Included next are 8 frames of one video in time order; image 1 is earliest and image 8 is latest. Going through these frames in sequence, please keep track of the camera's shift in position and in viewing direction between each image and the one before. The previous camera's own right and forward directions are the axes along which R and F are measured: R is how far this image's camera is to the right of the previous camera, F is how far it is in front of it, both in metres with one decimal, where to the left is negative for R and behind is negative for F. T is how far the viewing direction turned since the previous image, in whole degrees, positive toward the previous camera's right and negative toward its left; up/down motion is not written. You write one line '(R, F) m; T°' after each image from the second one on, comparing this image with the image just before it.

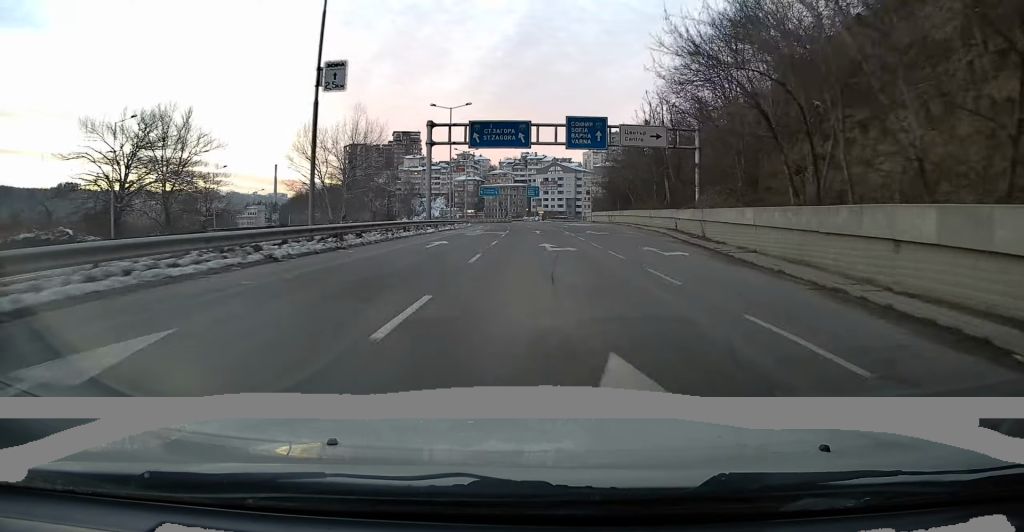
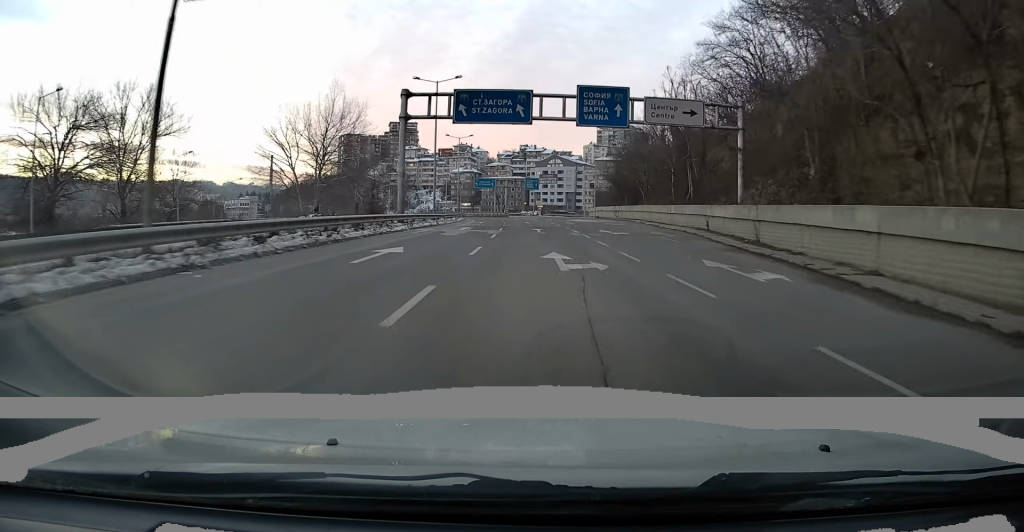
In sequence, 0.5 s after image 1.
(0.0, +8.5) m; -1°
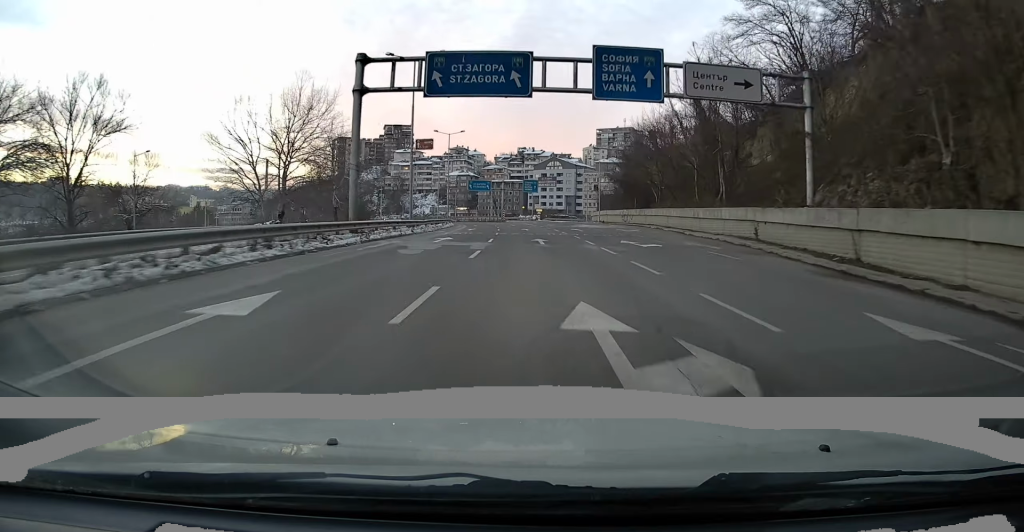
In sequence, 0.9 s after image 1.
(0.0, +8.5) m; -1°
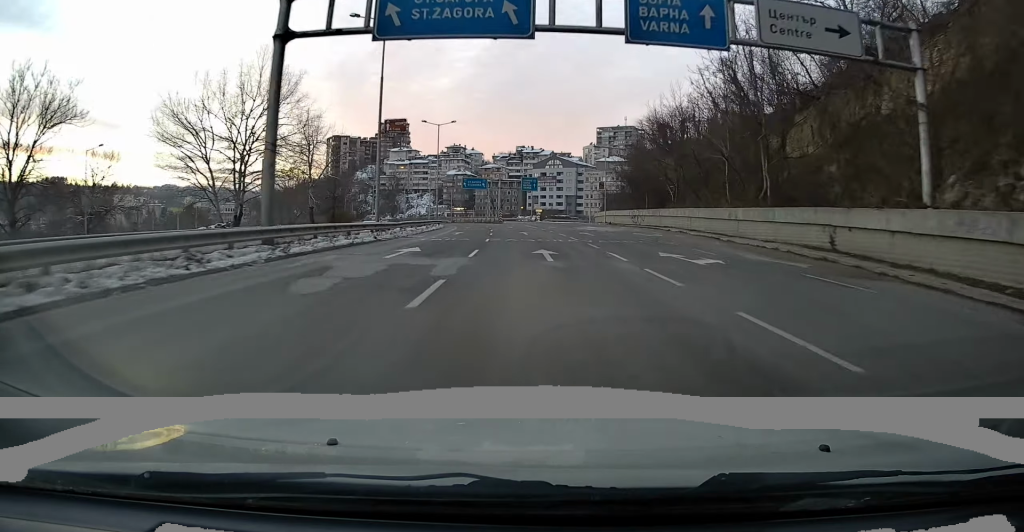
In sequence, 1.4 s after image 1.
(-0.2, +7.9) m; 0°
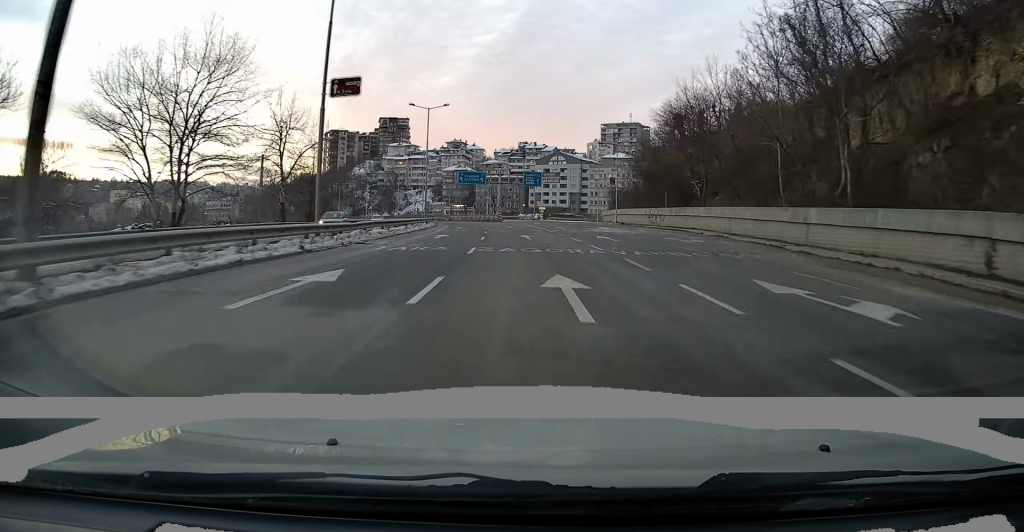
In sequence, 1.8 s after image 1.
(-0.2, +8.5) m; 0°
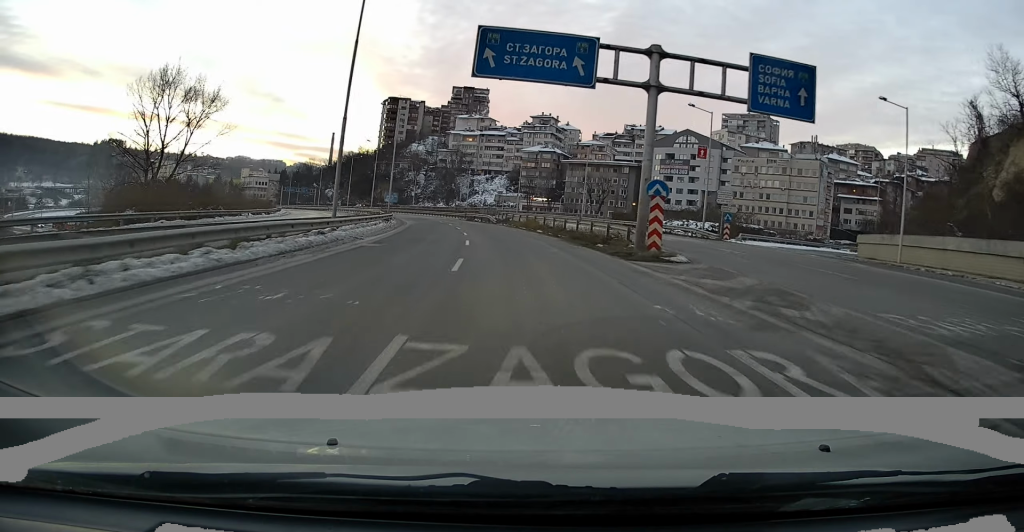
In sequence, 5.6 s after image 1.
(-1.8, +68.1) m; -6°
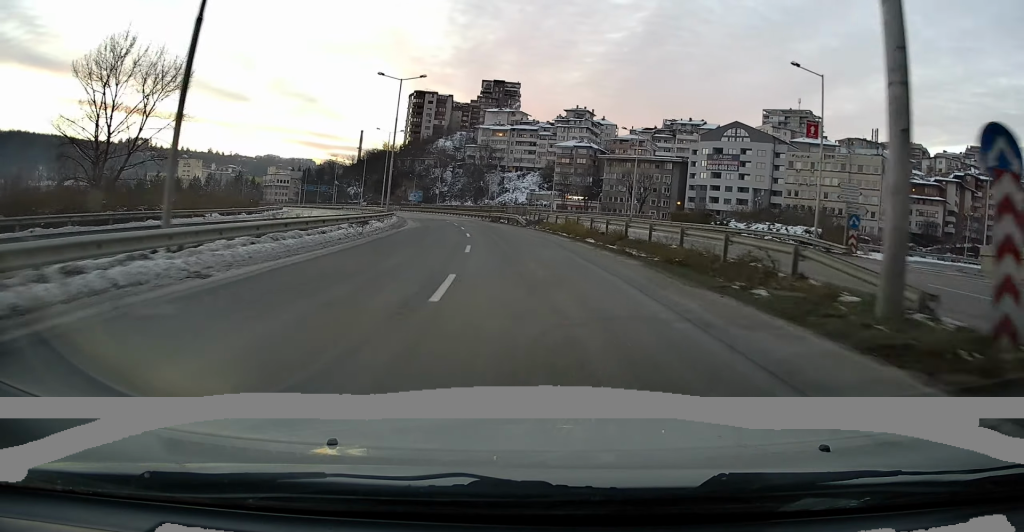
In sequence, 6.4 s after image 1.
(-0.3, +13.2) m; -2°
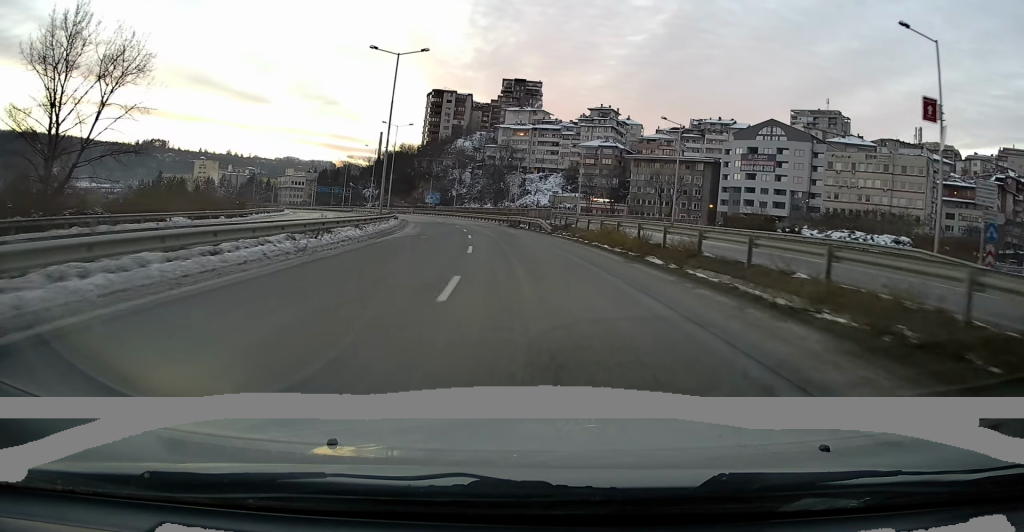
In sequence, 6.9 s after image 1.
(0.0, +8.6) m; -2°
